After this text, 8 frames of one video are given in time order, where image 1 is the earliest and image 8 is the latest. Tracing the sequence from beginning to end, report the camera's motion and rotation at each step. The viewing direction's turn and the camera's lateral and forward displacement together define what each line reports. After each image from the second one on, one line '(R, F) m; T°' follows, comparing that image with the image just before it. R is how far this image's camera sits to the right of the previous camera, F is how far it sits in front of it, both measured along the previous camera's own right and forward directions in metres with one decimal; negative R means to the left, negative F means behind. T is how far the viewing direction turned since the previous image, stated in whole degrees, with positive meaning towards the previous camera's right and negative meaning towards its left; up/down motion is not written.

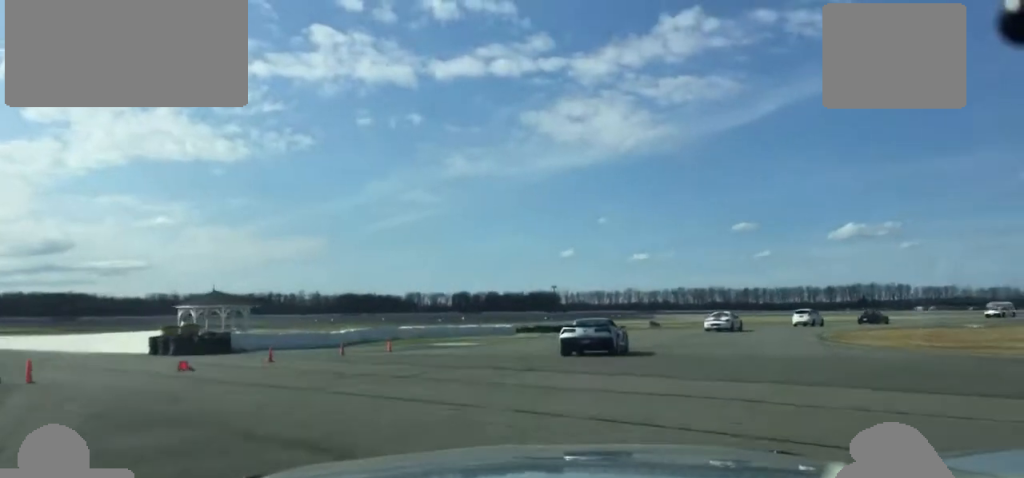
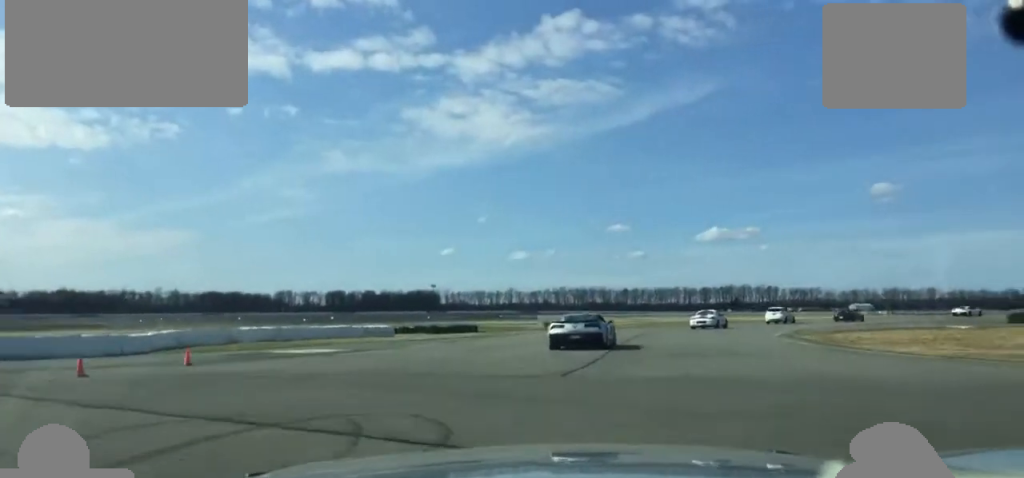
(+0.1, +12.7) m; +7°
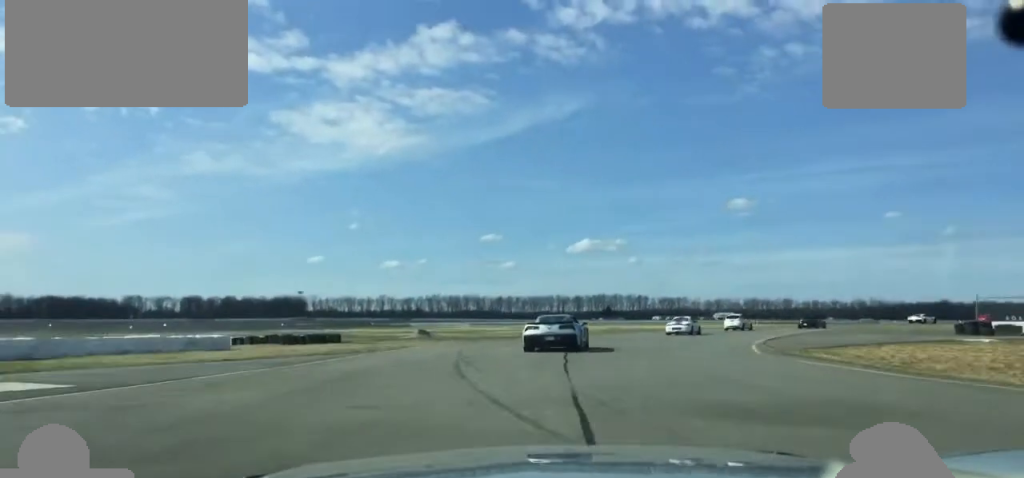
(+1.4, +13.3) m; +8°
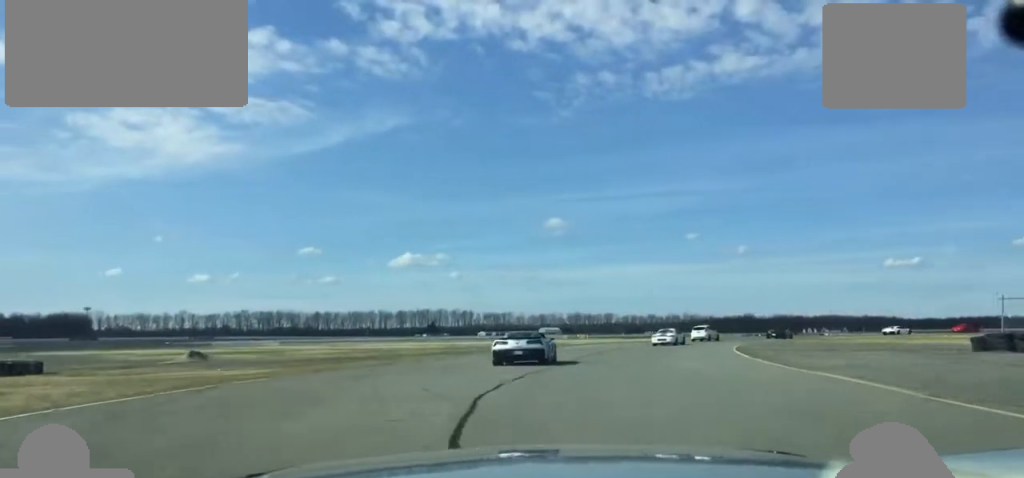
(+2.6, +22.6) m; +12°
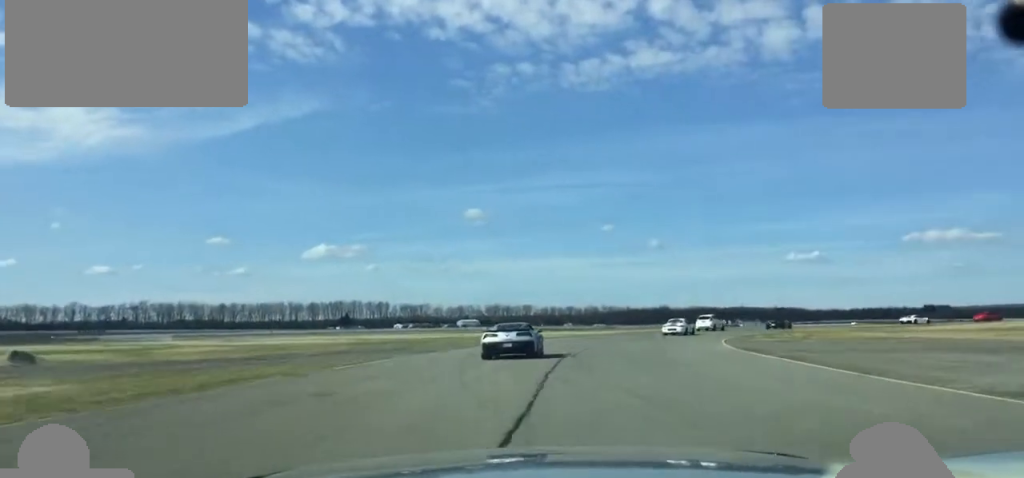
(+0.6, +13.4) m; +6°
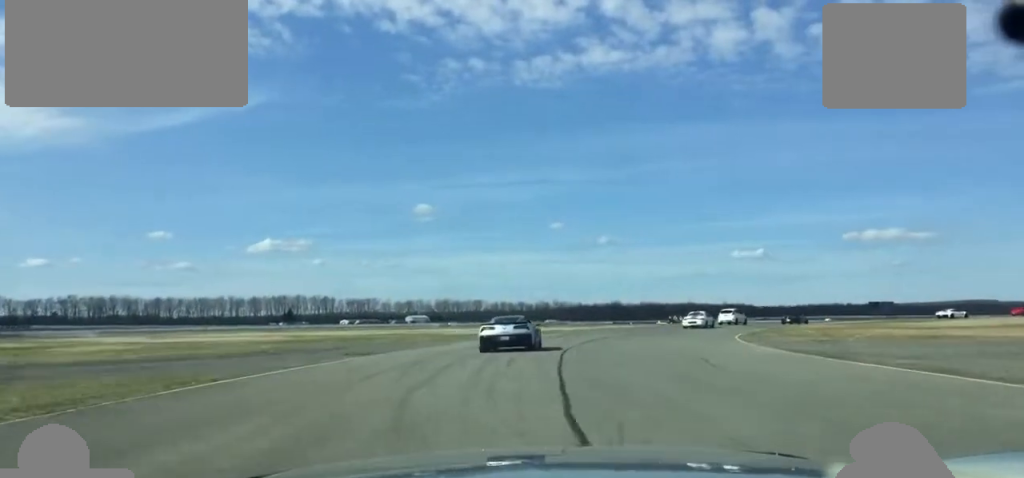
(+0.5, +10.3) m; +3°
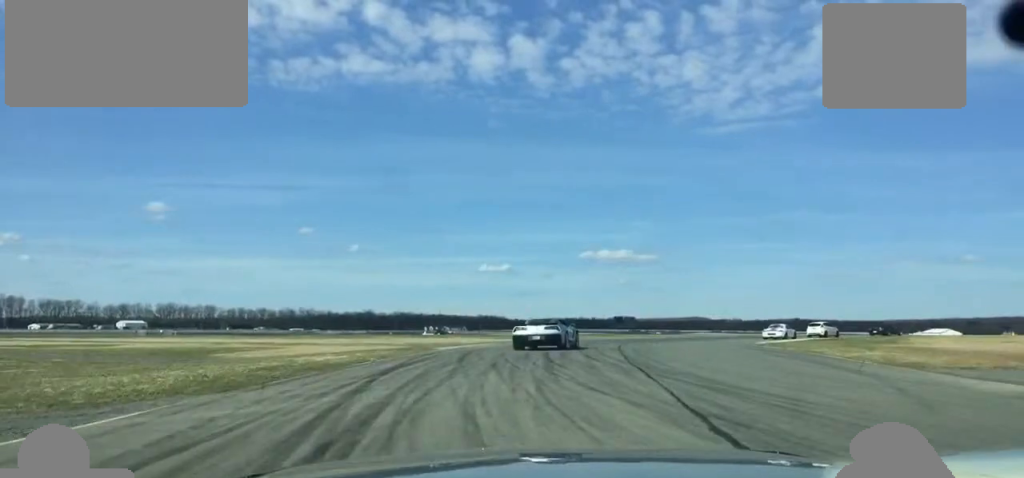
(+5.8, +43.2) m; +17°
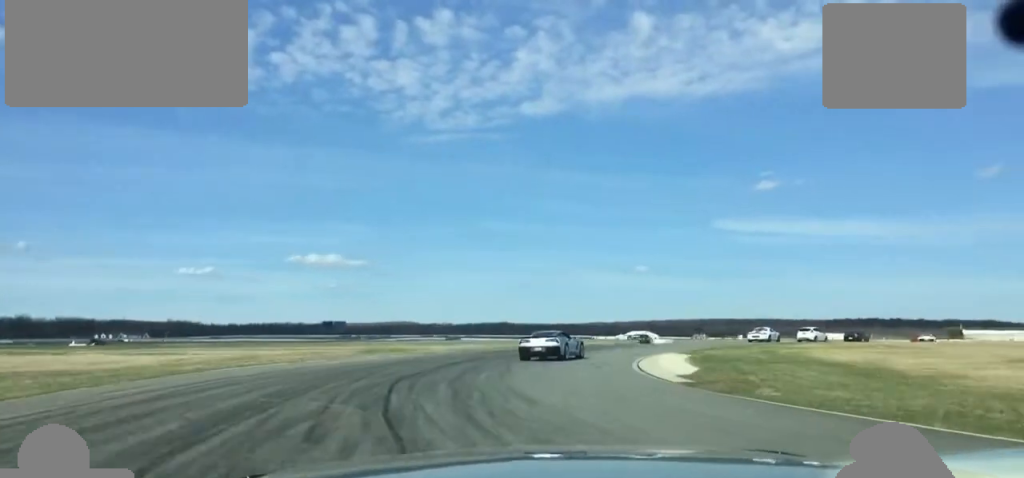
(+6.0, +36.6) m; +15°
